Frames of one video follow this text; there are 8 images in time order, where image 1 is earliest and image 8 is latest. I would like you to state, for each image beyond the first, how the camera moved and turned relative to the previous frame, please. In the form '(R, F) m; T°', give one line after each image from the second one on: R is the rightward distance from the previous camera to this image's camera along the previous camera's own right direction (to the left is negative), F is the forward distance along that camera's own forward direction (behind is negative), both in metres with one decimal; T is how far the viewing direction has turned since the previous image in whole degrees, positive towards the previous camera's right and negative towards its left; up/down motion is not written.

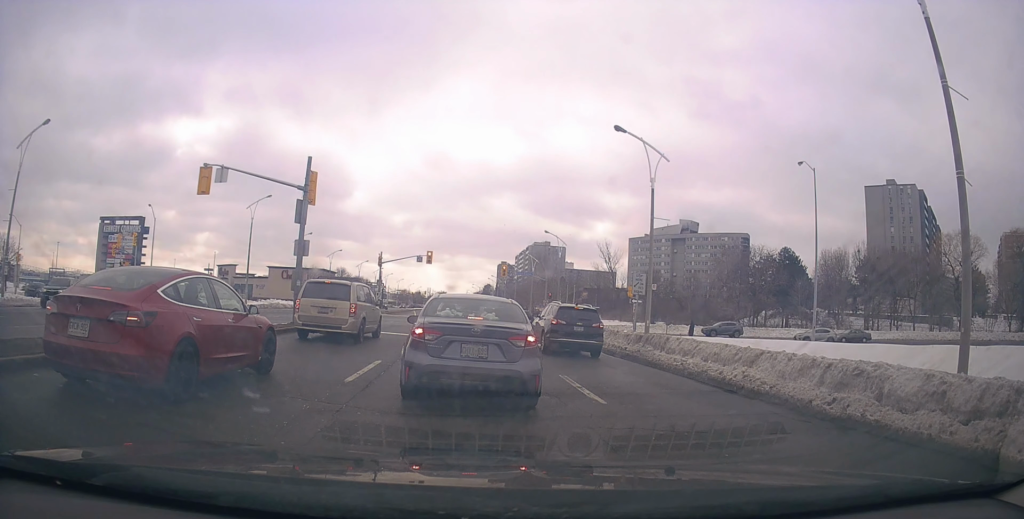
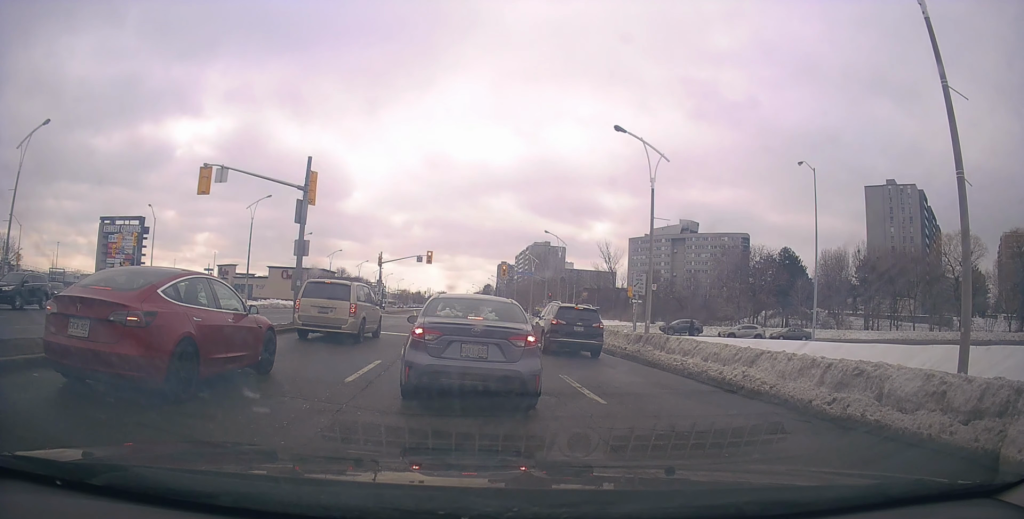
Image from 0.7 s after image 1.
(0.0, 0.0) m; 0°
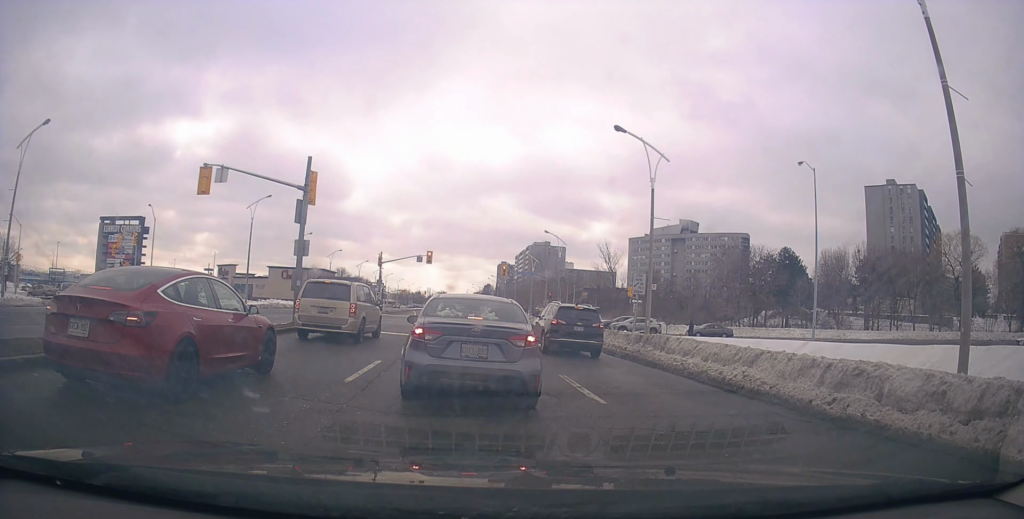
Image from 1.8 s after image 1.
(0.0, 0.0) m; 0°
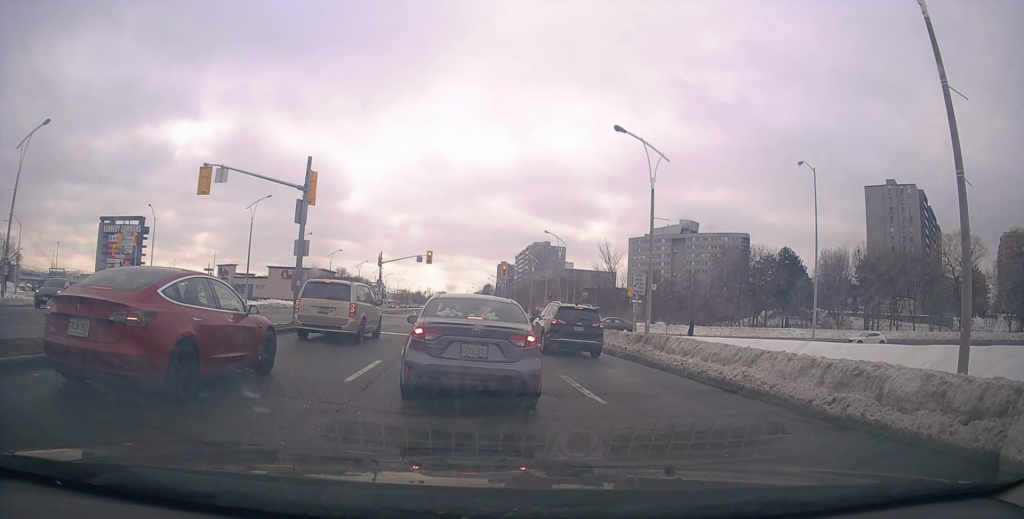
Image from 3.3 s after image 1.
(0.0, 0.0) m; 0°
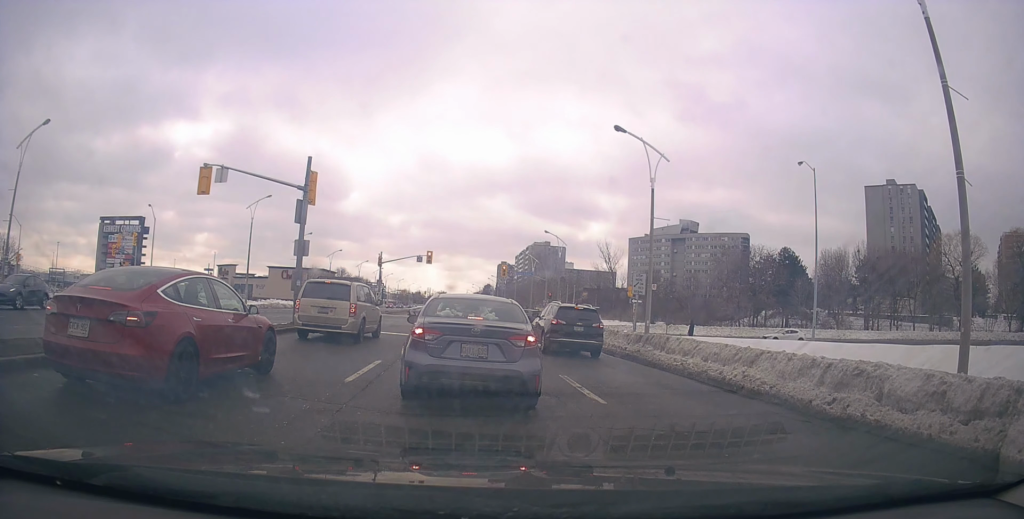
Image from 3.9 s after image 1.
(0.0, 0.0) m; 0°
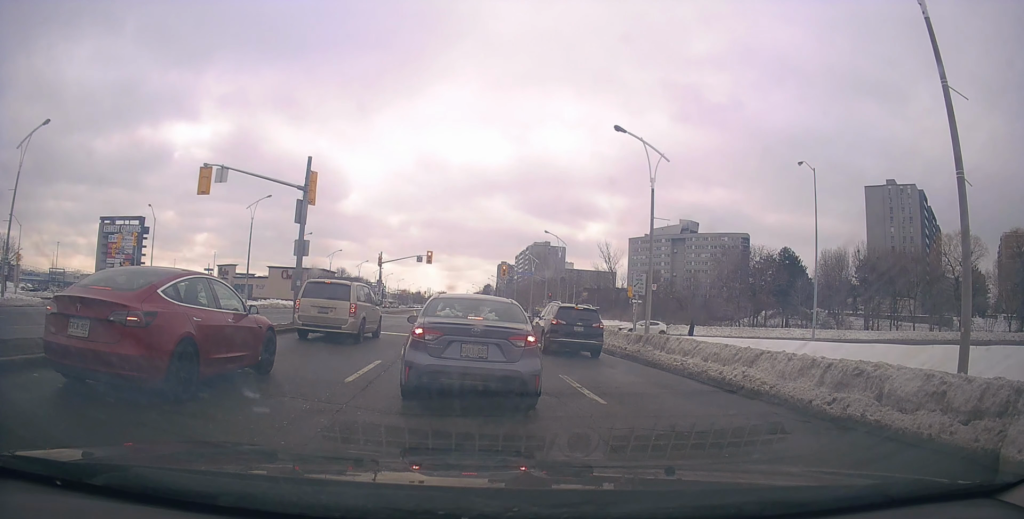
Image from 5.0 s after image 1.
(0.0, 0.0) m; 0°
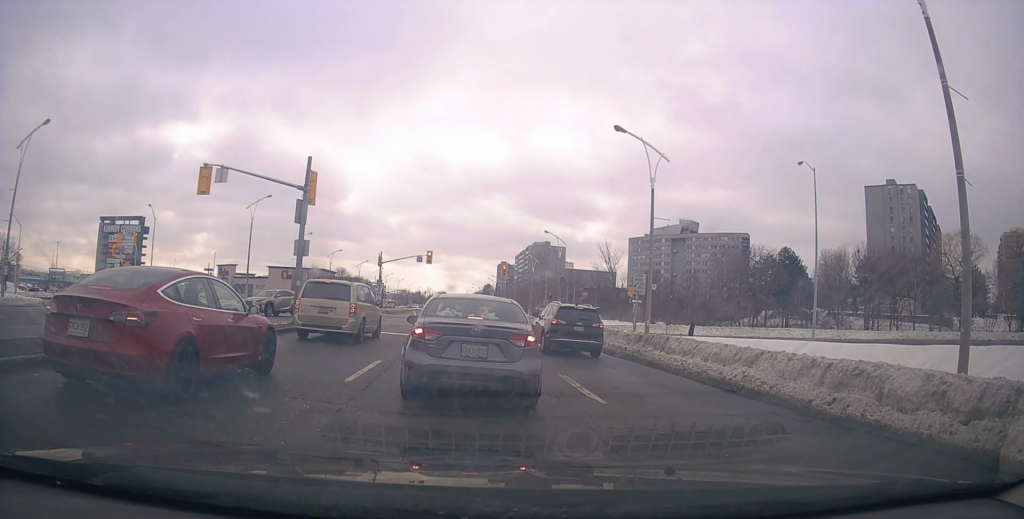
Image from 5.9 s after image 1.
(0.0, 0.0) m; 0°
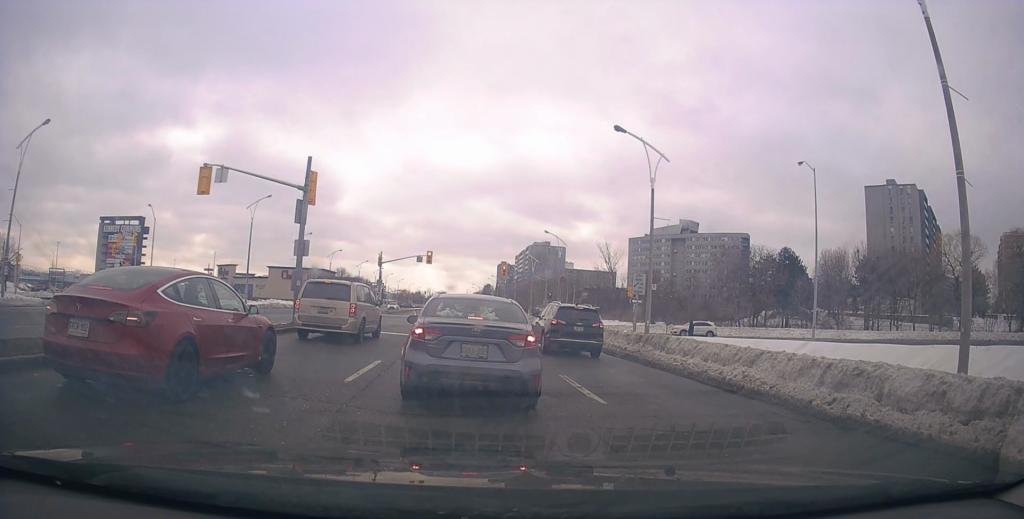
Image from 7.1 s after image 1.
(0.0, 0.0) m; 0°
